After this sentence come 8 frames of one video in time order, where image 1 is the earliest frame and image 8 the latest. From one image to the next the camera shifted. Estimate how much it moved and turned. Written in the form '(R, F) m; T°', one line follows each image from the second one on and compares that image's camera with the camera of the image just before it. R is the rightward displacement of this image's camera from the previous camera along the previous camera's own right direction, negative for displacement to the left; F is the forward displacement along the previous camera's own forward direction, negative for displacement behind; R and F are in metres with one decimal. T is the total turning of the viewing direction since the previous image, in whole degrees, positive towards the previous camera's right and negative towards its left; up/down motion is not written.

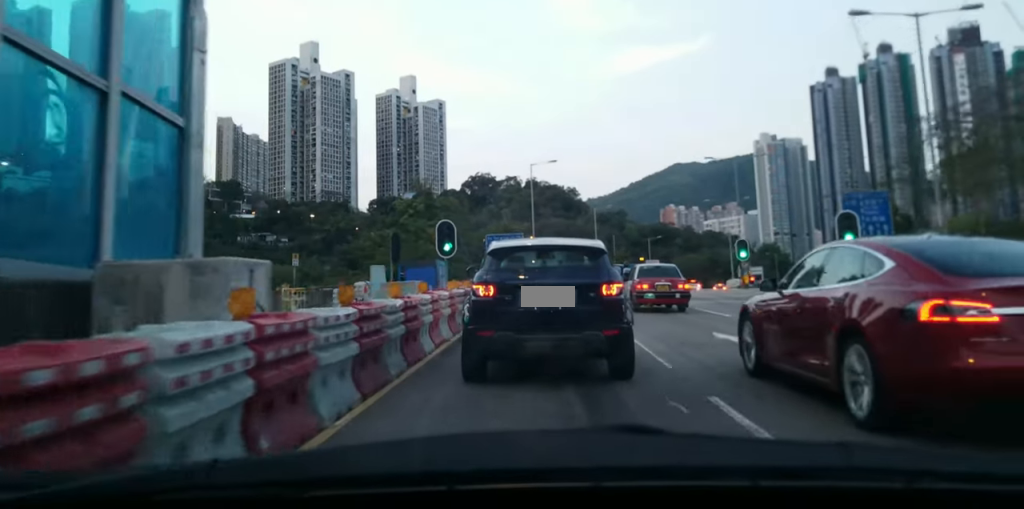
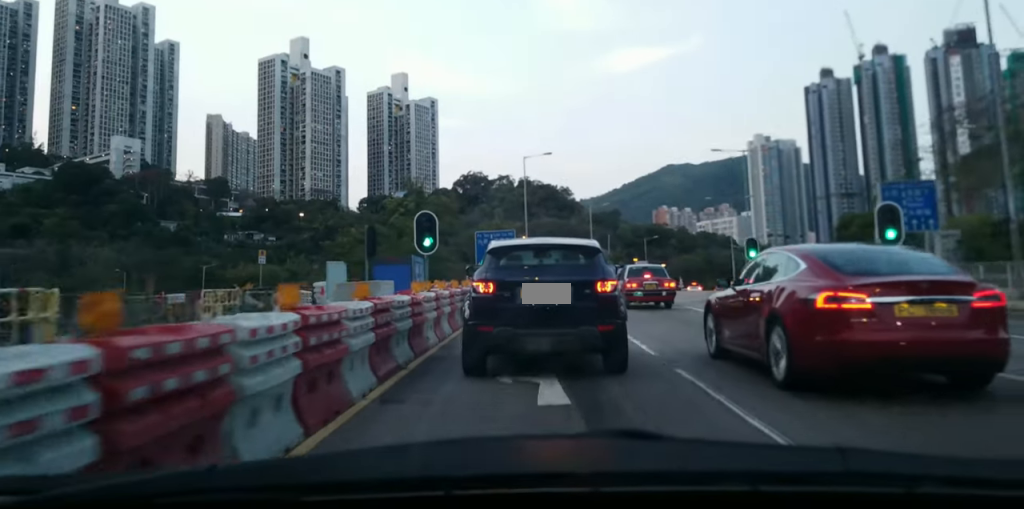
(+0.1, +4.8) m; +1°
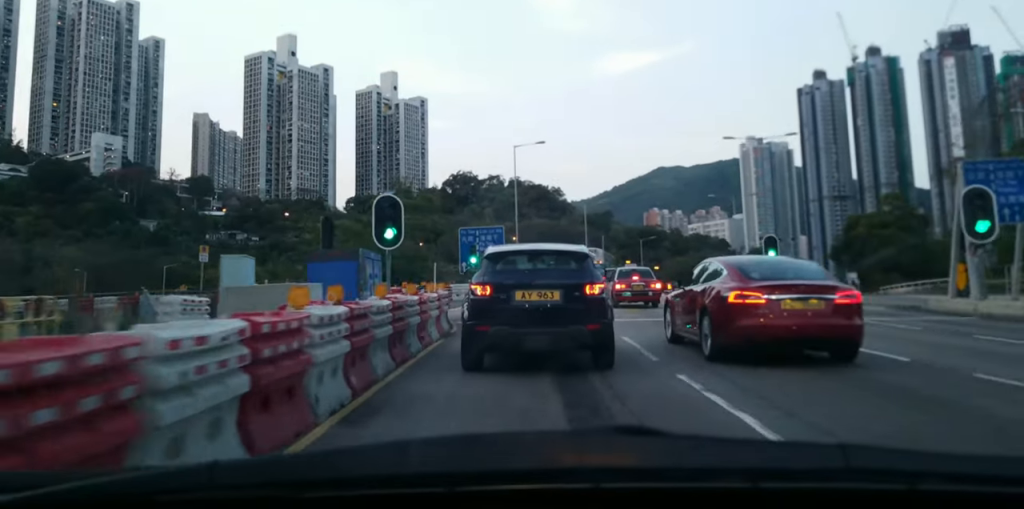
(0.0, +6.5) m; +2°
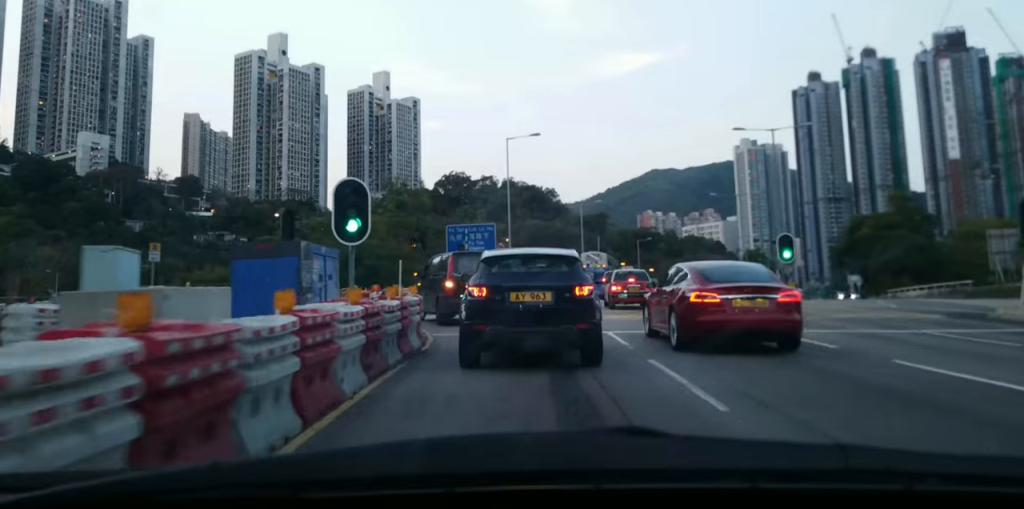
(+0.1, +4.1) m; +2°
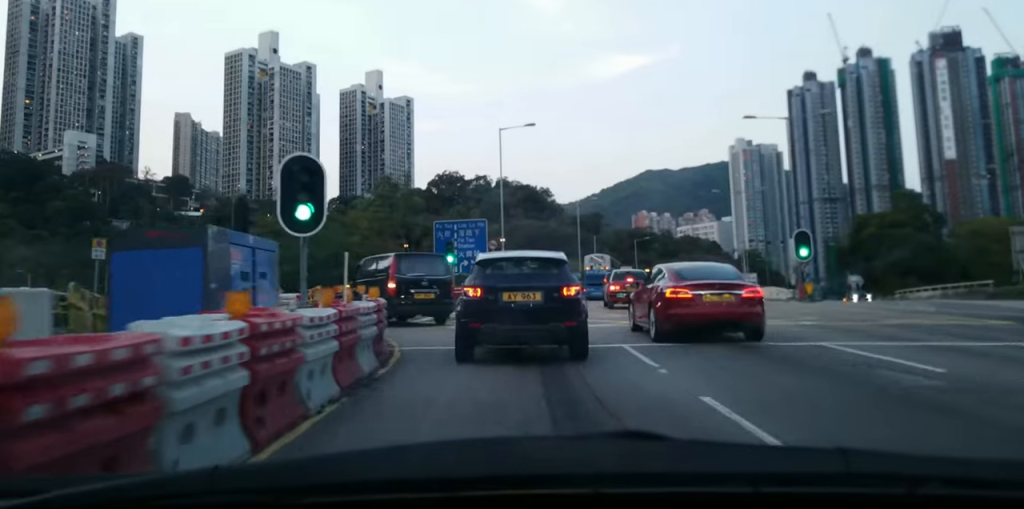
(0.0, +3.8) m; +1°
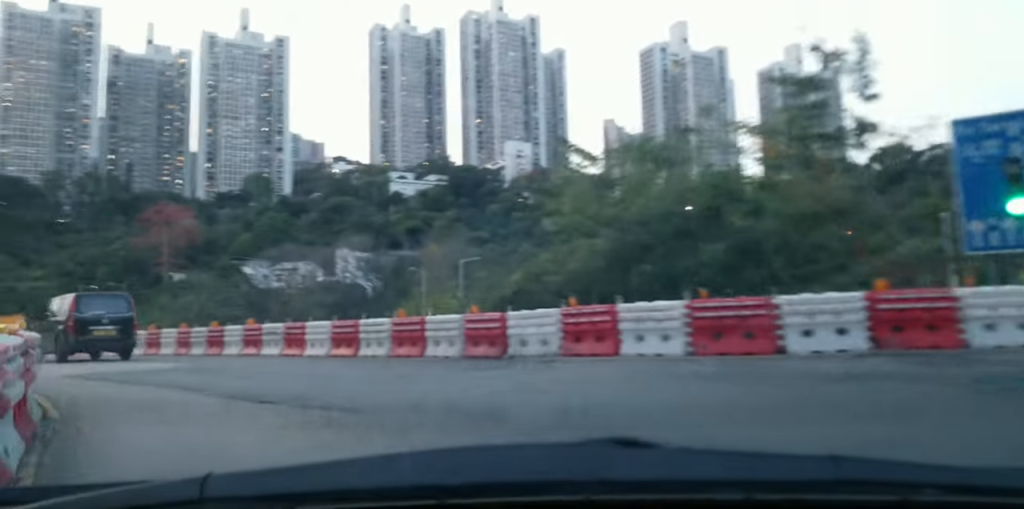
(-2.4, +23.7) m; -23°
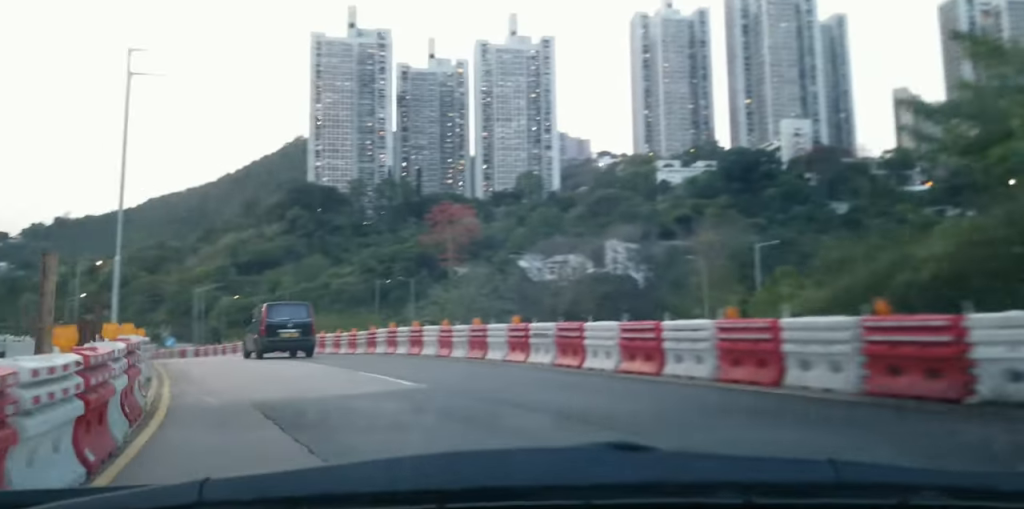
(-1.2, +6.8) m; -20°
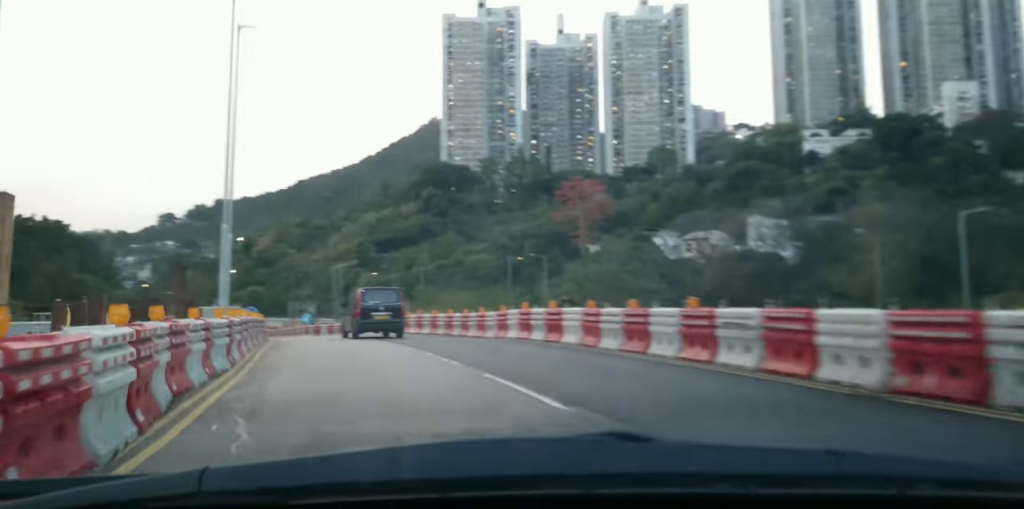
(-0.2, +4.7) m; -13°
